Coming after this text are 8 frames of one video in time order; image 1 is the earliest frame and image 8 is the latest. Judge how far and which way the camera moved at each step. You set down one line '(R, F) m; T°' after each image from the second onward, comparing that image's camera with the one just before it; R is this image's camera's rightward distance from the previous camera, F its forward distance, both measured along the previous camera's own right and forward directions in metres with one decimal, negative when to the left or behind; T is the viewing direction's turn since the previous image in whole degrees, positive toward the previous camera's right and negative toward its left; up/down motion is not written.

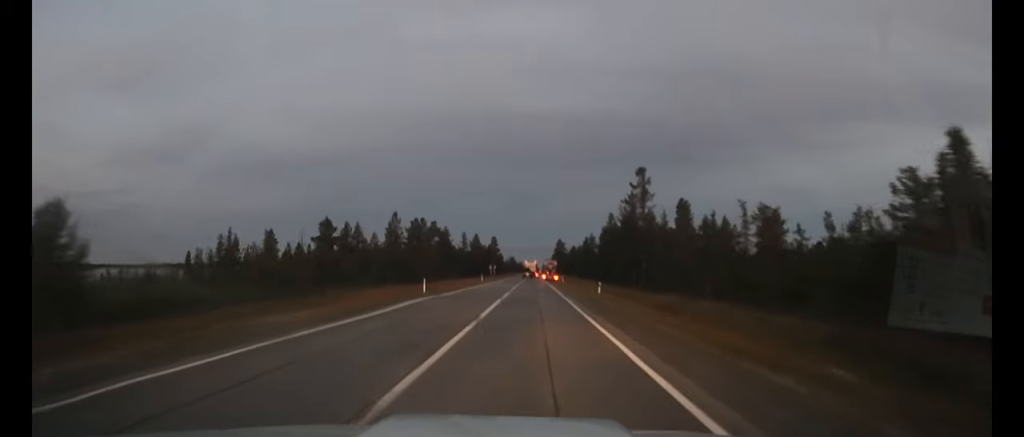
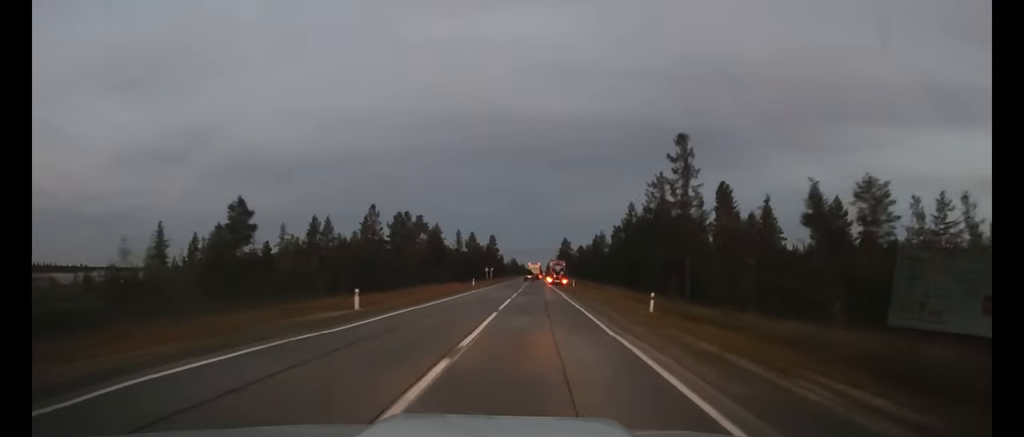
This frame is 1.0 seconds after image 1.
(0.0, +19.1) m; 0°
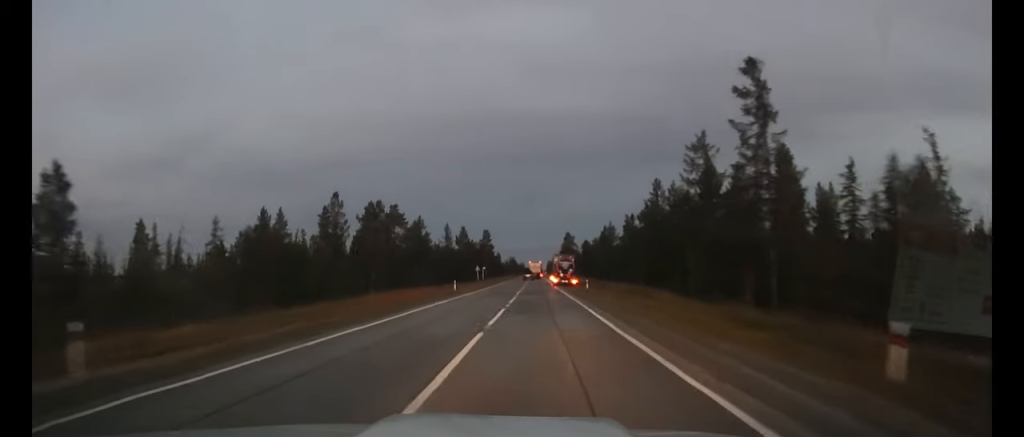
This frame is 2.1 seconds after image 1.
(-0.1, +19.4) m; 0°
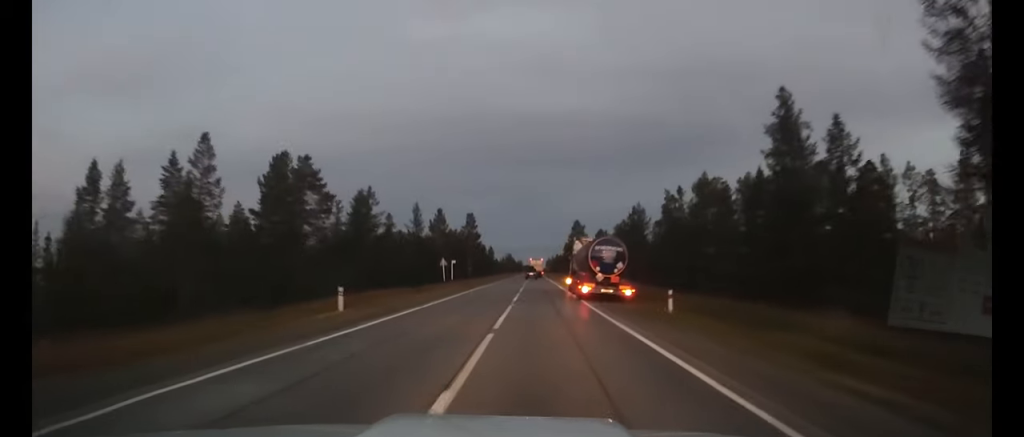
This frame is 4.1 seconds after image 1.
(0.0, +36.5) m; 0°
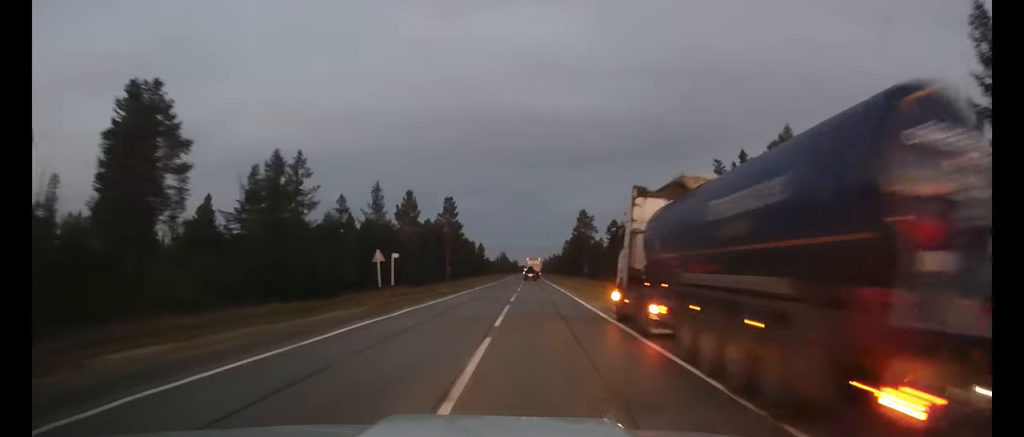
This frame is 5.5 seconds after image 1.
(+0.1, +24.8) m; 0°
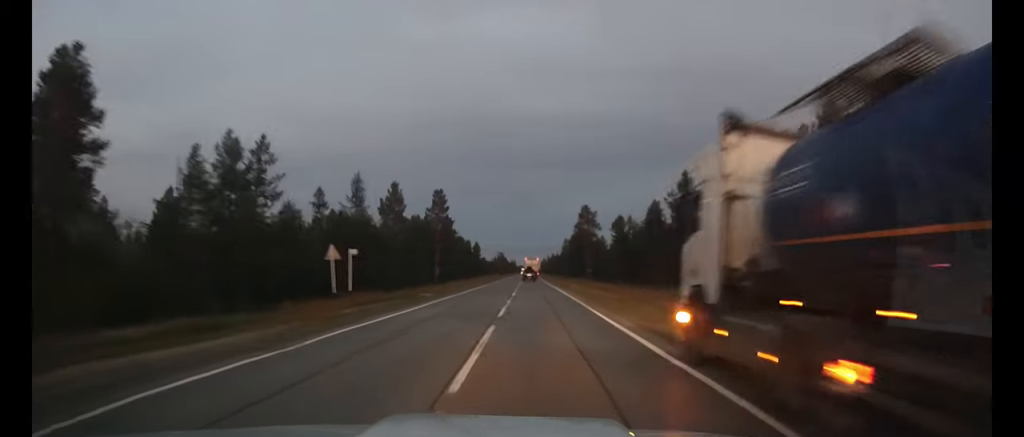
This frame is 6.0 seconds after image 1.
(0.0, +8.2) m; 0°
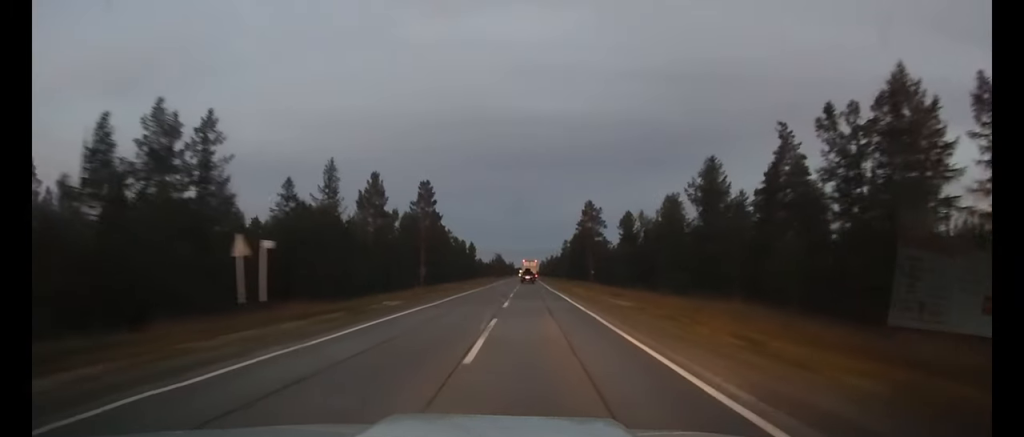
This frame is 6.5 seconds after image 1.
(0.0, +9.3) m; 0°
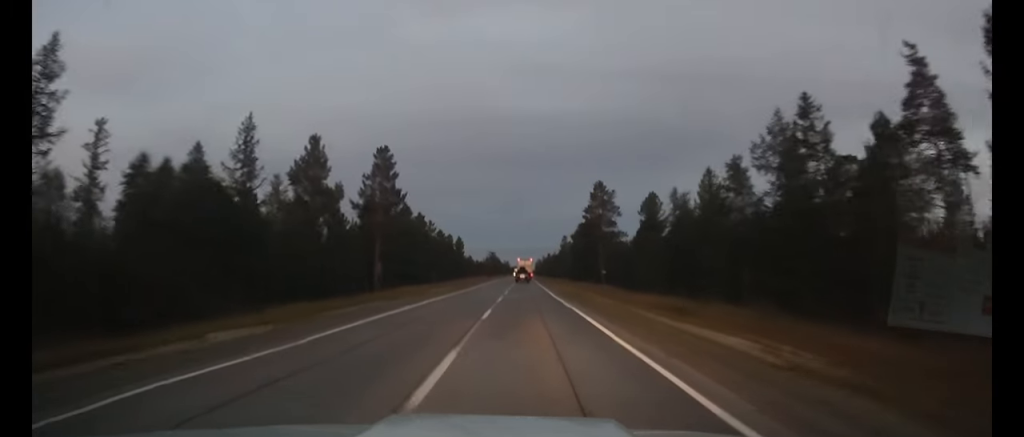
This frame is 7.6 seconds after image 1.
(+0.1, +18.7) m; 0°
